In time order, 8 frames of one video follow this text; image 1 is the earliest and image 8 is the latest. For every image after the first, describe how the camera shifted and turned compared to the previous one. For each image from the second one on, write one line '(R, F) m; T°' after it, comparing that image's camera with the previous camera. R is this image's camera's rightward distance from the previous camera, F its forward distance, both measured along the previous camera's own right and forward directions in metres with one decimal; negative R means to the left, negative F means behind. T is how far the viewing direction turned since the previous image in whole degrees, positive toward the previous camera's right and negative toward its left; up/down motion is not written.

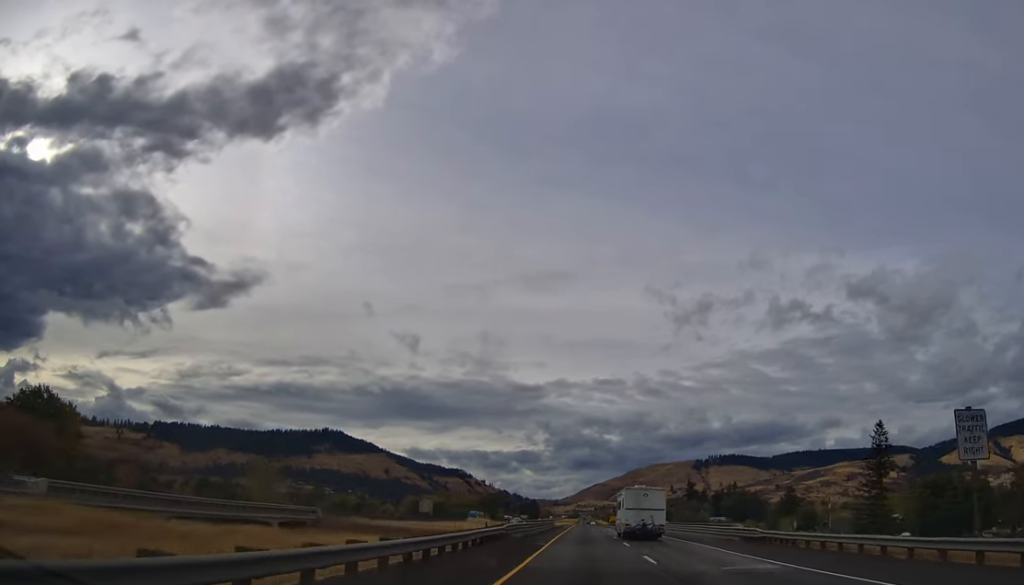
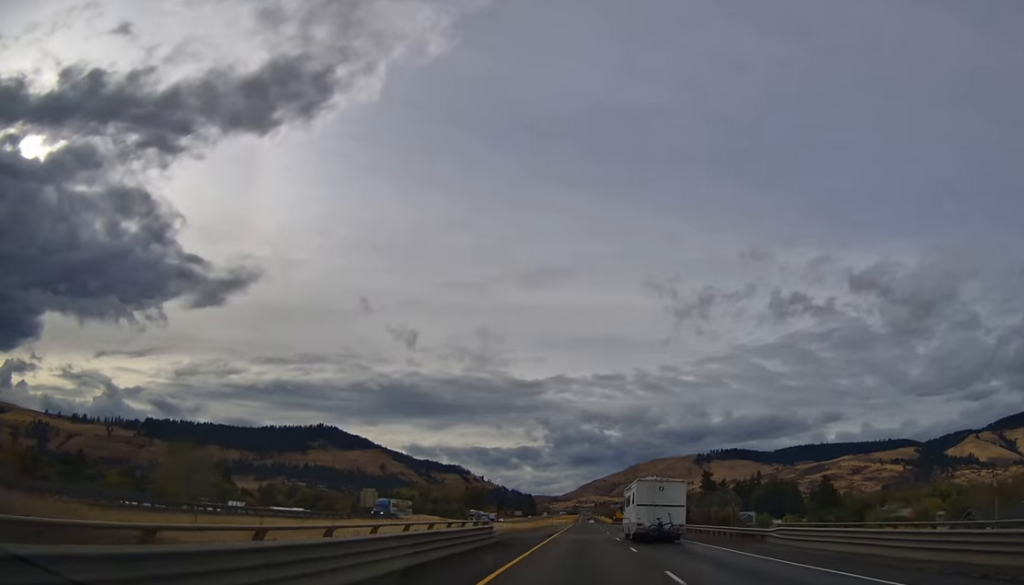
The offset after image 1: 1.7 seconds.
(+0.9, +55.3) m; +1°
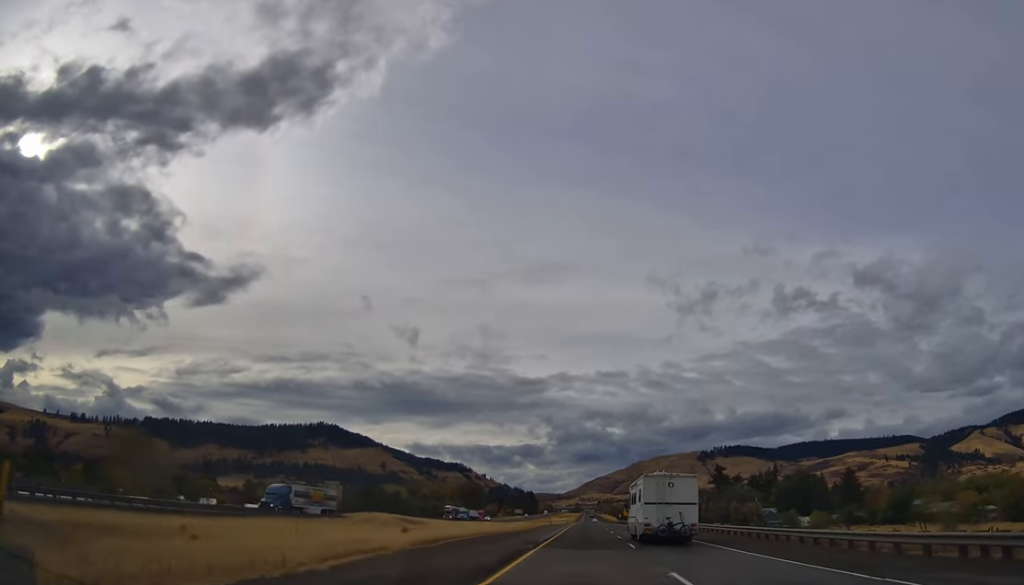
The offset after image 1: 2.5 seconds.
(-0.1, +24.9) m; 0°
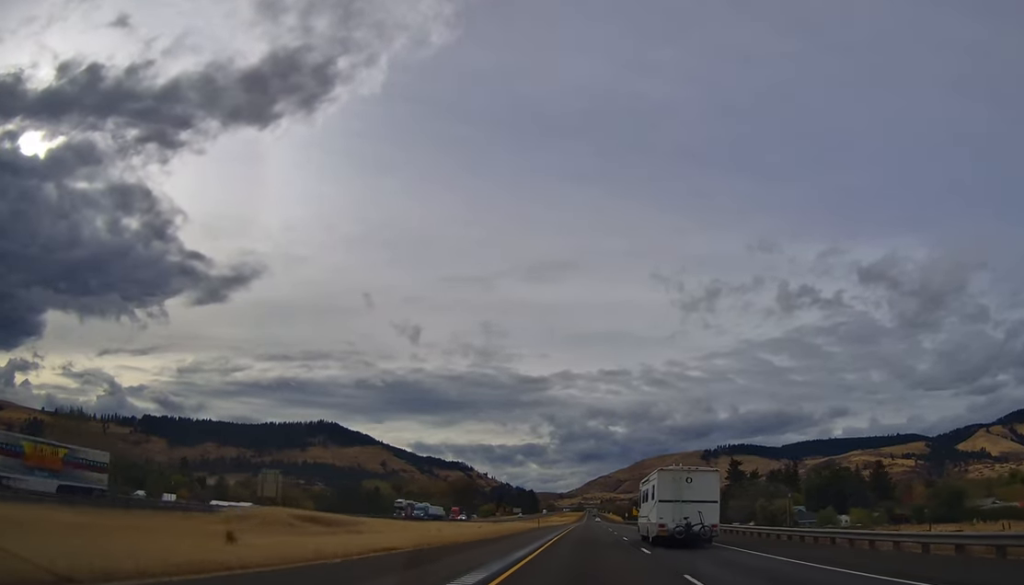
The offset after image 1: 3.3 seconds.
(0.0, +28.0) m; -1°
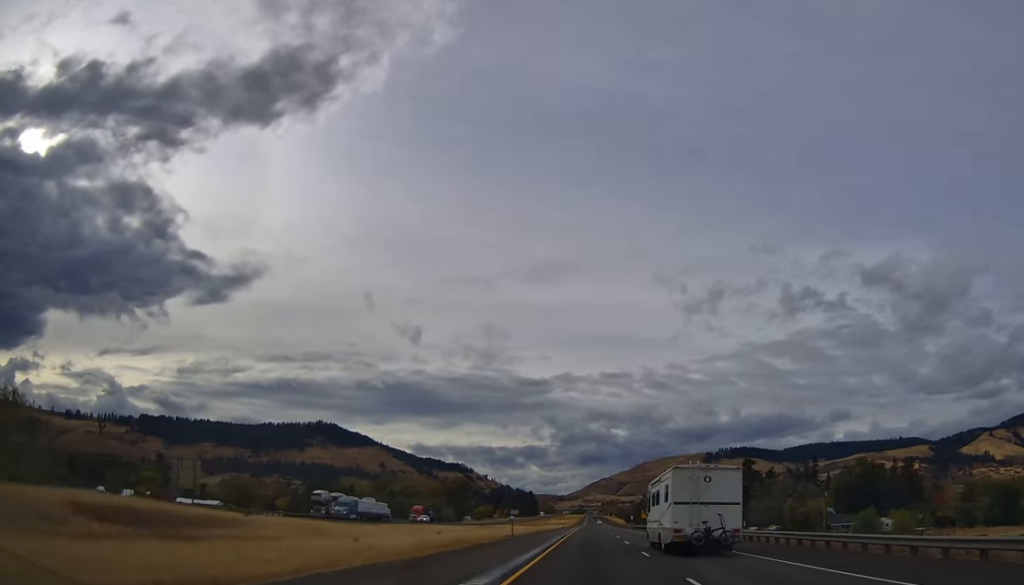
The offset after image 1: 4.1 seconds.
(+0.1, +23.6) m; -1°
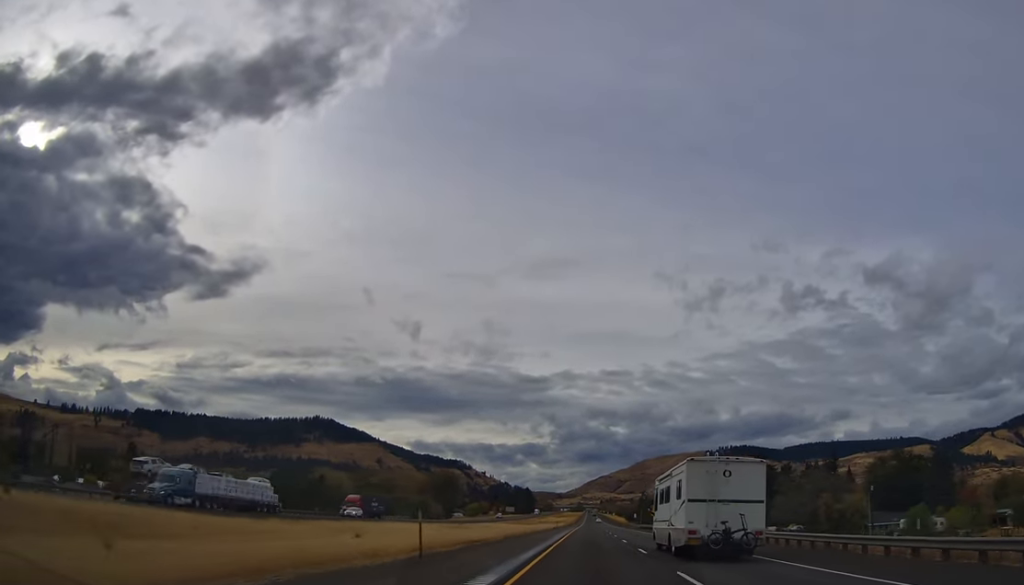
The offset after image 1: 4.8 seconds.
(-0.8, +22.5) m; 0°
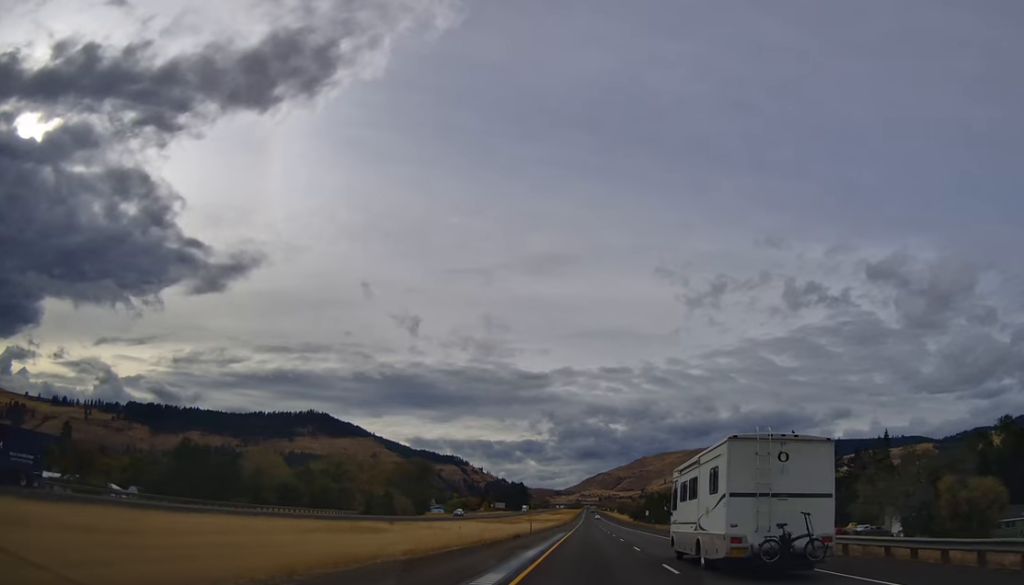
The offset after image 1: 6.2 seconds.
(+1.0, +45.0) m; +1°
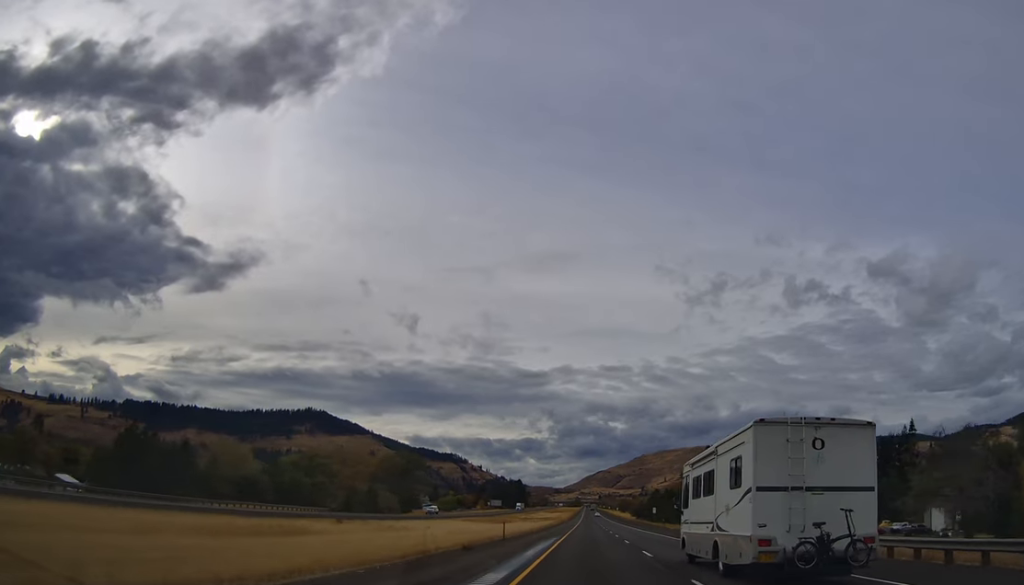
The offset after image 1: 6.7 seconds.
(-0.4, +17.2) m; 0°
